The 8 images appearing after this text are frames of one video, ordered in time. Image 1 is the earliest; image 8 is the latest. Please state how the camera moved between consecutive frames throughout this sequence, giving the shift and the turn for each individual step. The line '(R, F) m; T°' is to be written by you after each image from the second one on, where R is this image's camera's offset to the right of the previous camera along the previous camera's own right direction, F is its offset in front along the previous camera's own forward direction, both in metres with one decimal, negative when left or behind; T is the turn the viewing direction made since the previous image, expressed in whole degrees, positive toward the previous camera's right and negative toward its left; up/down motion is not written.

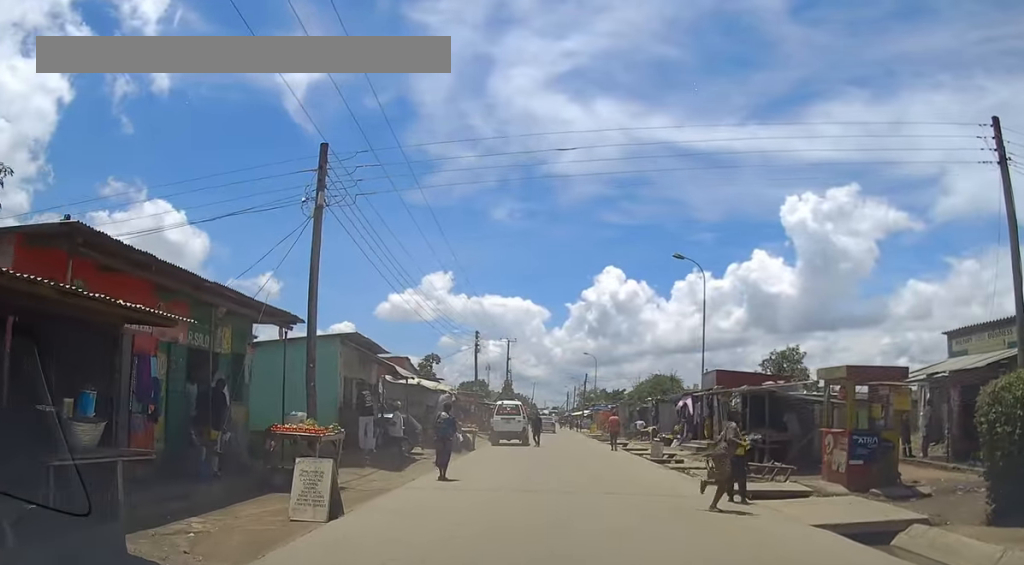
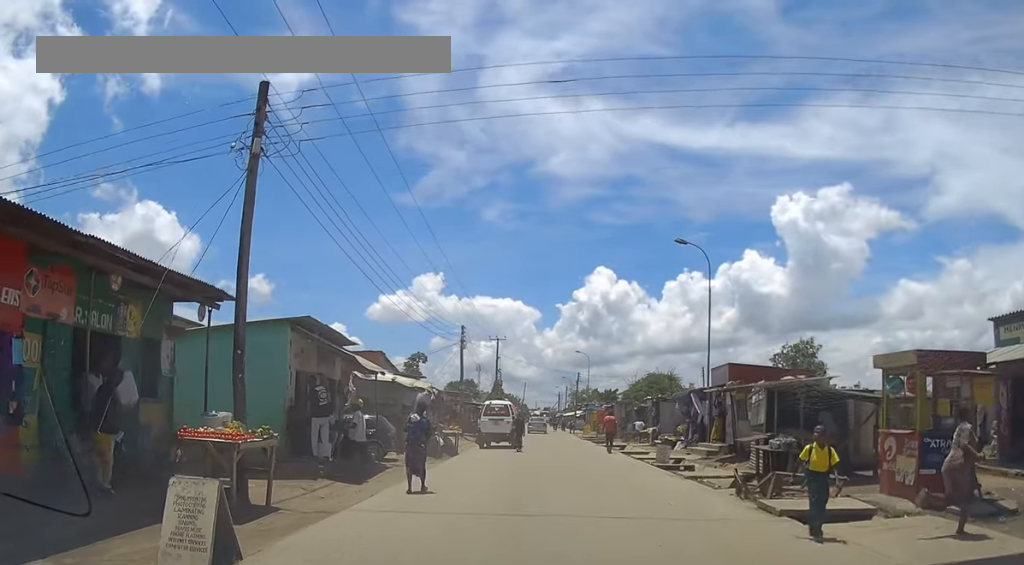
(+0.1, +3.1) m; 0°
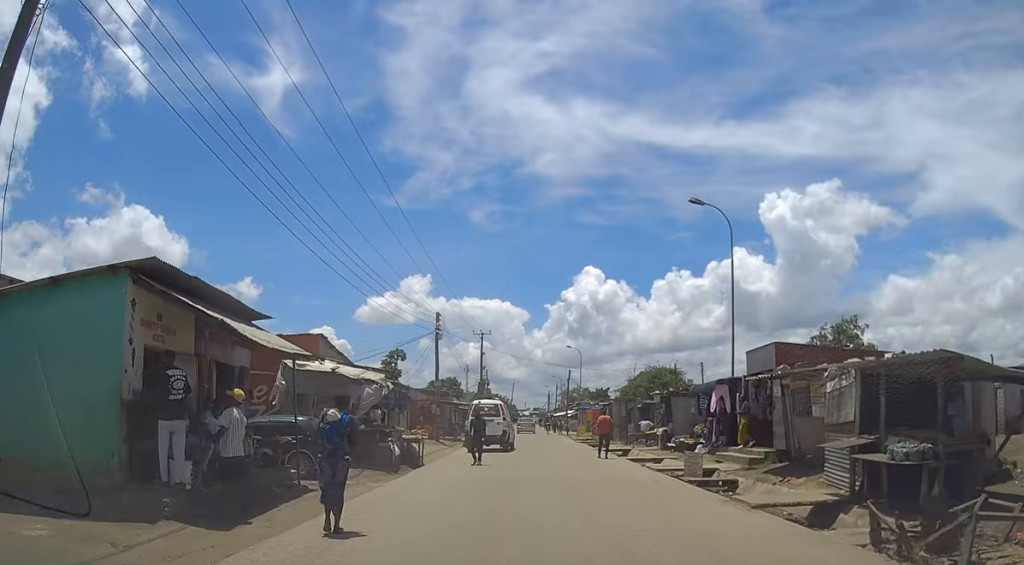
(-0.1, +5.8) m; -1°
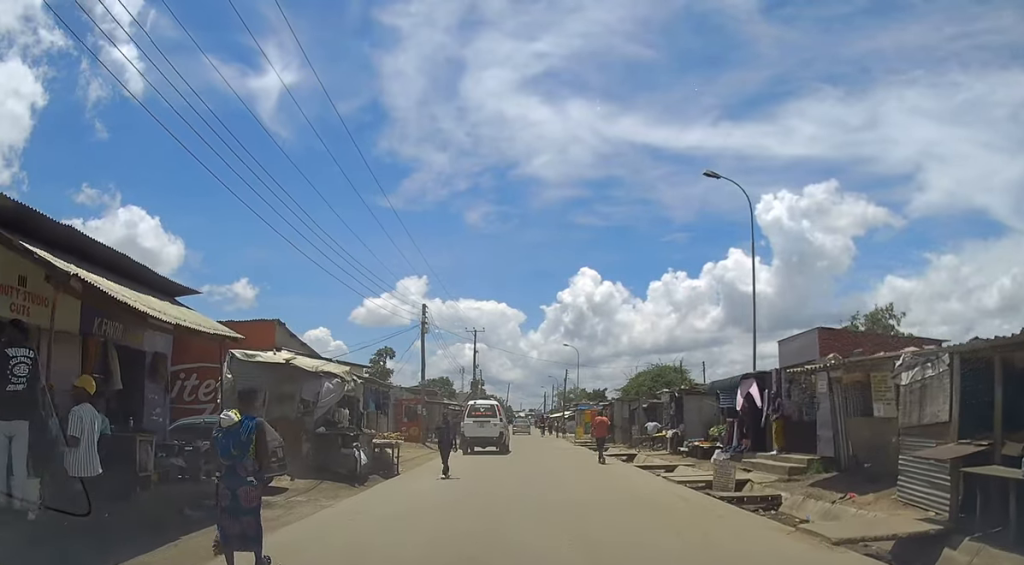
(0.0, +3.2) m; +1°
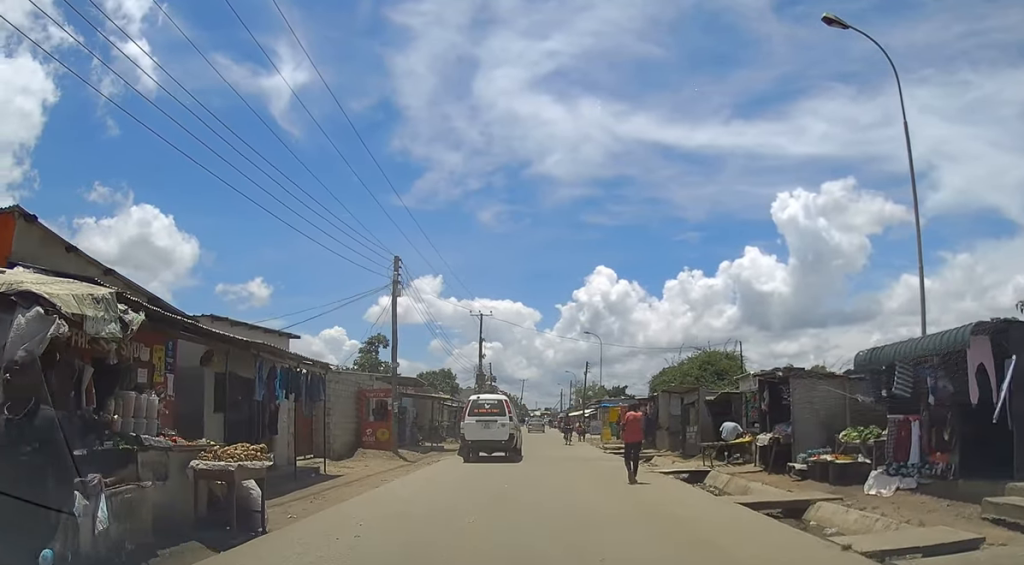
(-0.1, +10.0) m; -3°
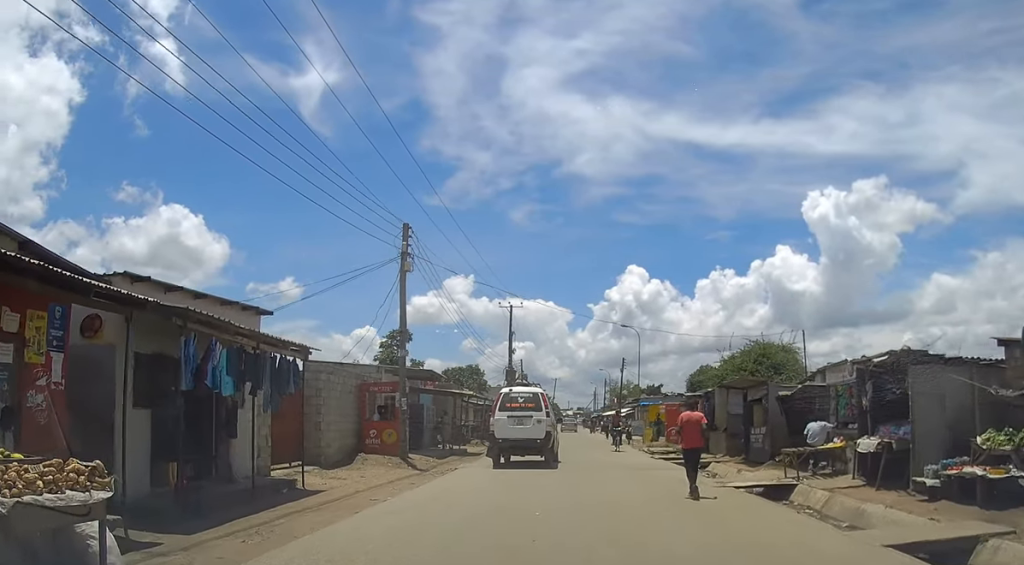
(0.0, +4.2) m; 0°
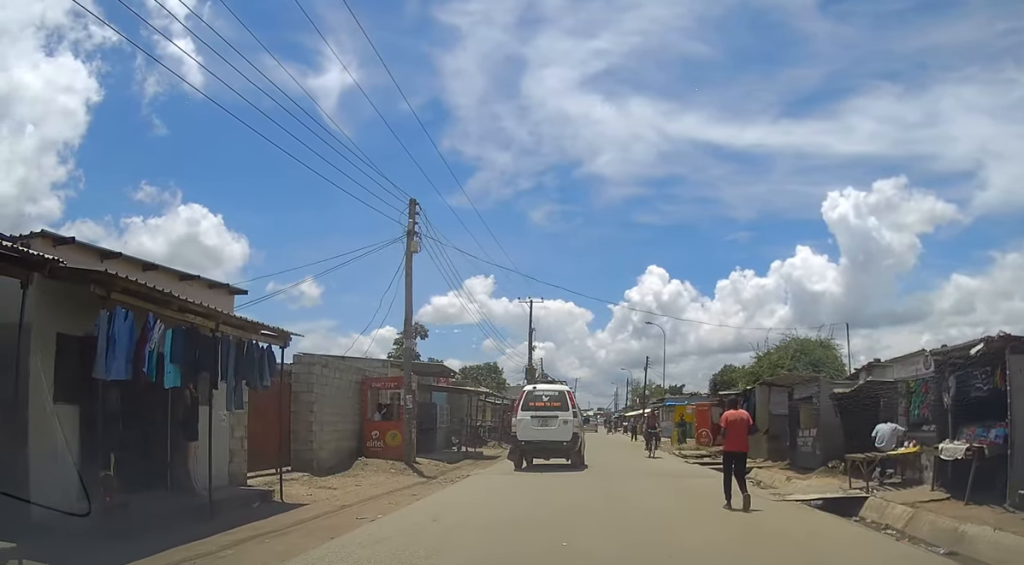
(0.0, +2.4) m; -1°
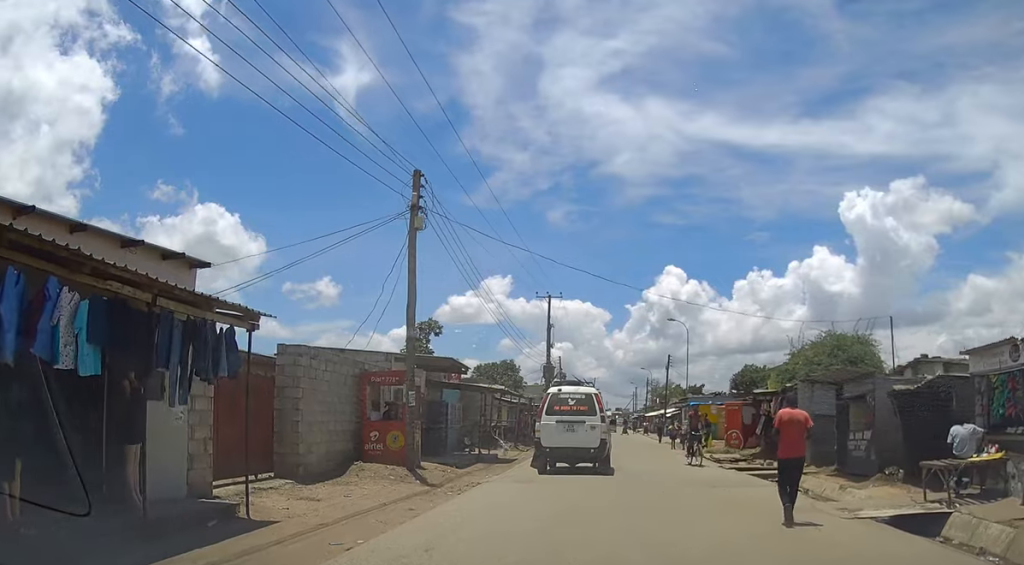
(0.0, +2.2) m; -1°
